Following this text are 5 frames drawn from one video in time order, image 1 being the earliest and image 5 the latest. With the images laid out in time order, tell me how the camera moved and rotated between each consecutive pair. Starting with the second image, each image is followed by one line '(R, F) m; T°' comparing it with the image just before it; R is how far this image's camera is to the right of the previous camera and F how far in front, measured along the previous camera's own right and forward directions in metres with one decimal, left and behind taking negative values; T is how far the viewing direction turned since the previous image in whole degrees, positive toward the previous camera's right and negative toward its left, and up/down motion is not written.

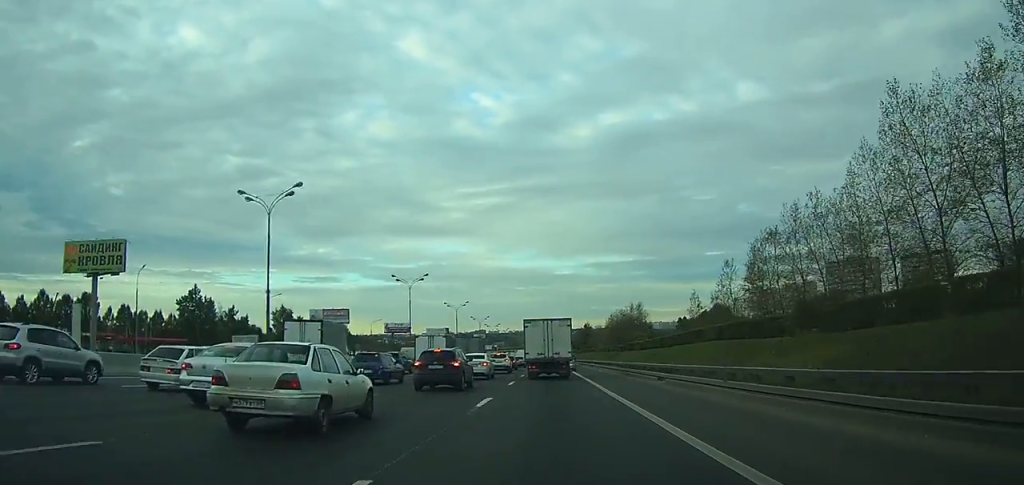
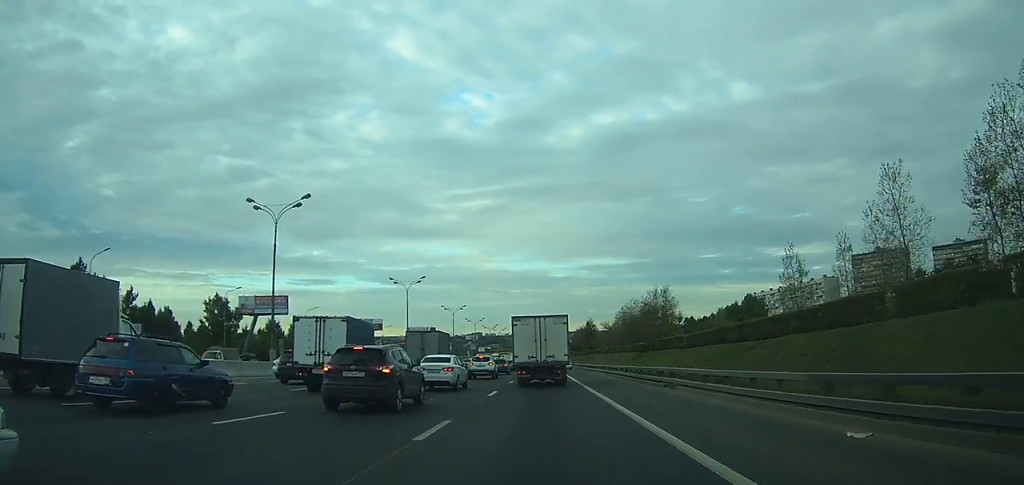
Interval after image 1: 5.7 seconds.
(+0.8, +43.4) m; +2°
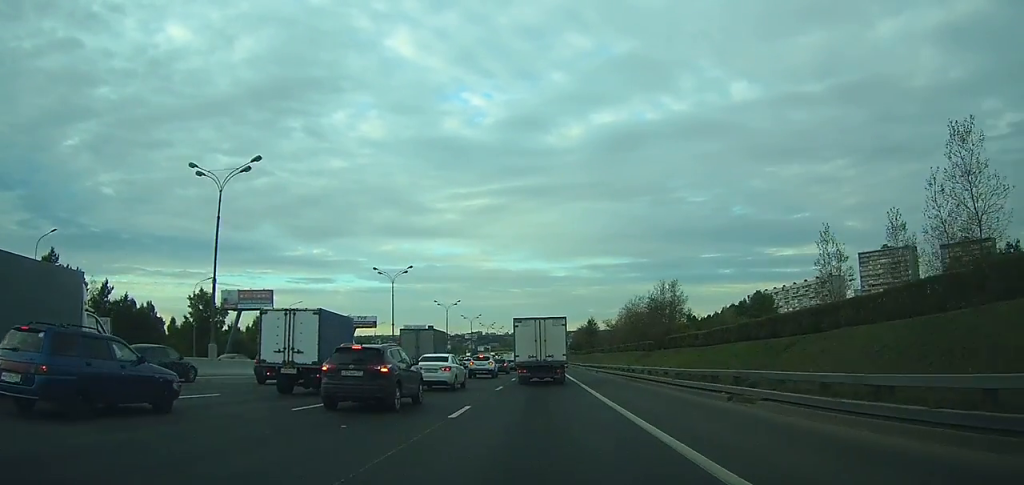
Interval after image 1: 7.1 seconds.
(+0.1, +8.6) m; 0°
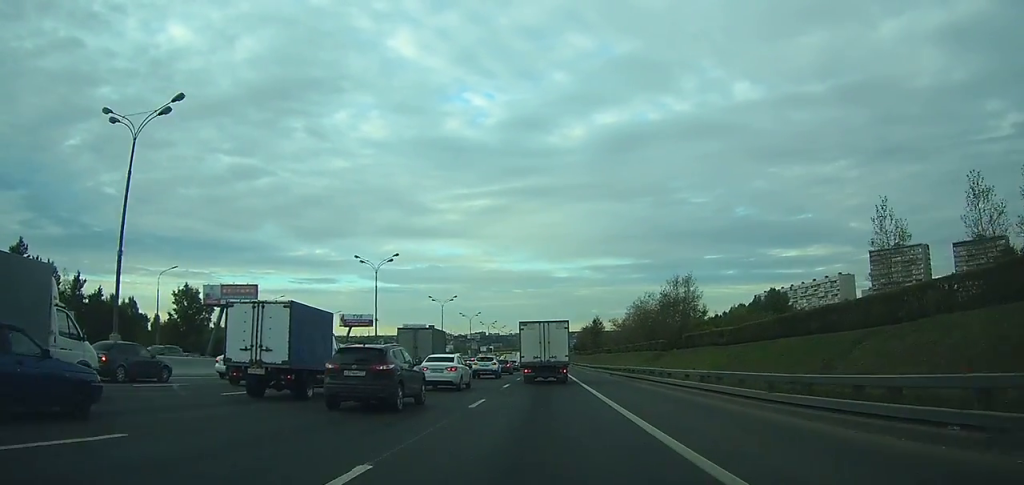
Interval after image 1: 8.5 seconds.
(-0.1, +9.4) m; -1°
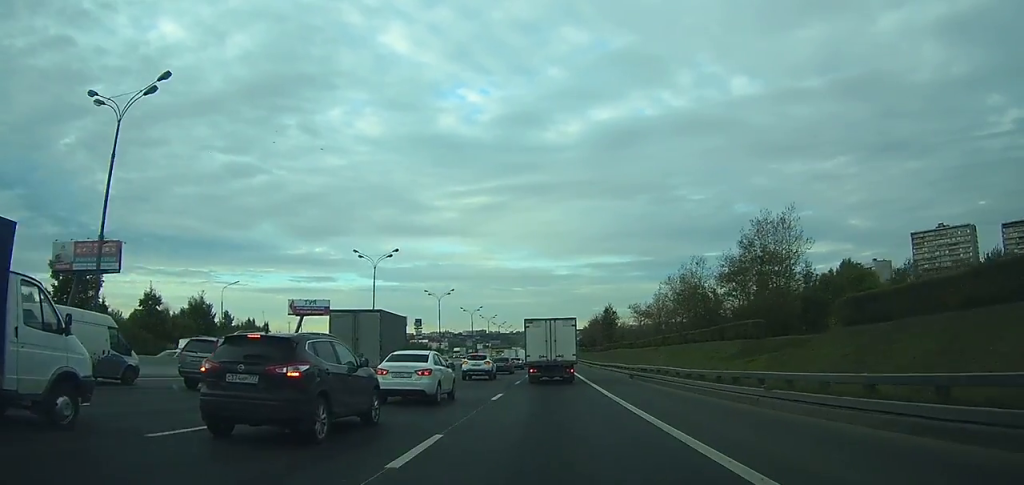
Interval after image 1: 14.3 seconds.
(-0.7, +42.8) m; -1°
